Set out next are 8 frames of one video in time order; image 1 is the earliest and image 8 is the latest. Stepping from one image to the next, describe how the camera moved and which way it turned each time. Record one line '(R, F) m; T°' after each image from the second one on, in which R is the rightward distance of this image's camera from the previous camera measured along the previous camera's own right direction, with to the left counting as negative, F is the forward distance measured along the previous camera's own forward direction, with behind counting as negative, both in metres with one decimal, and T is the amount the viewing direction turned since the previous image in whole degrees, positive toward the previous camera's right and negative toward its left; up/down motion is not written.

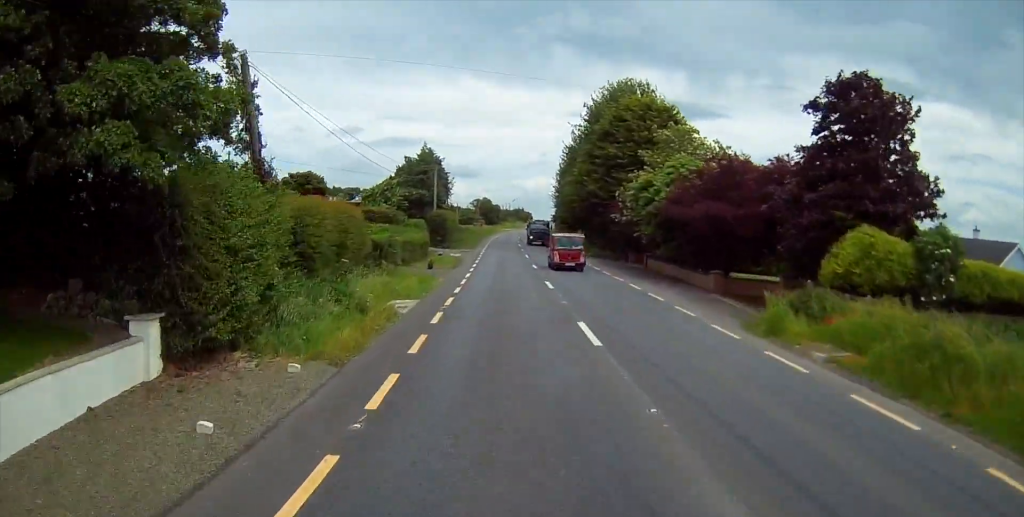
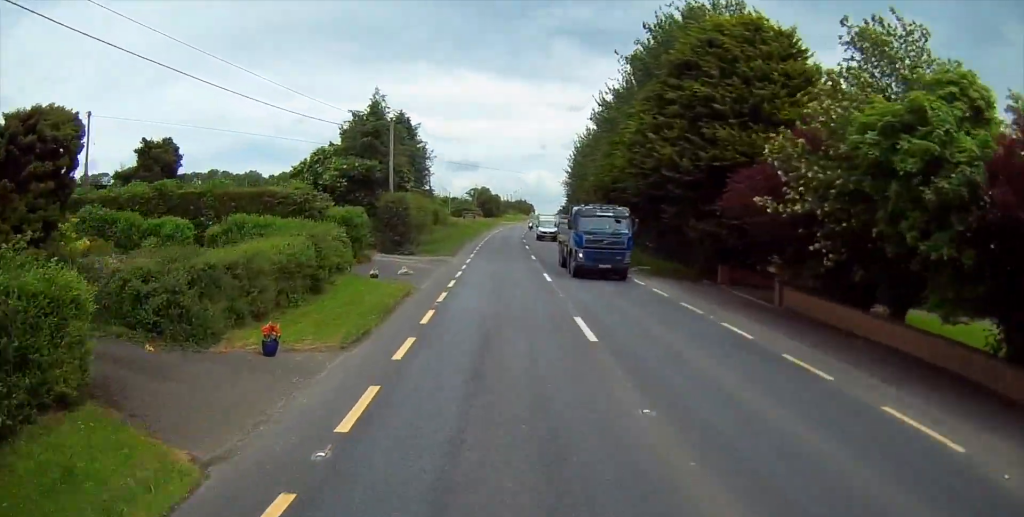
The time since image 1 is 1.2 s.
(0.0, +25.4) m; 0°
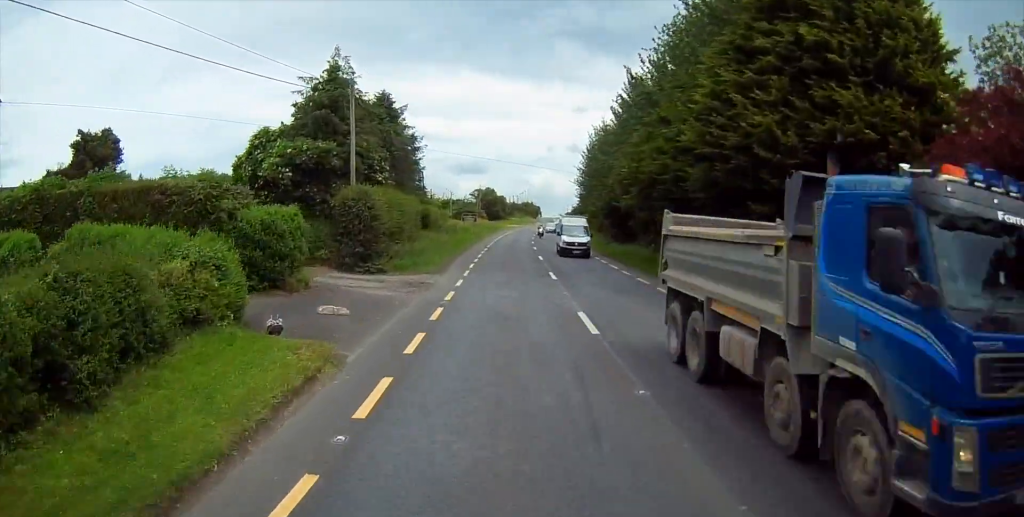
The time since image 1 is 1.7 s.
(0.0, +11.6) m; 0°
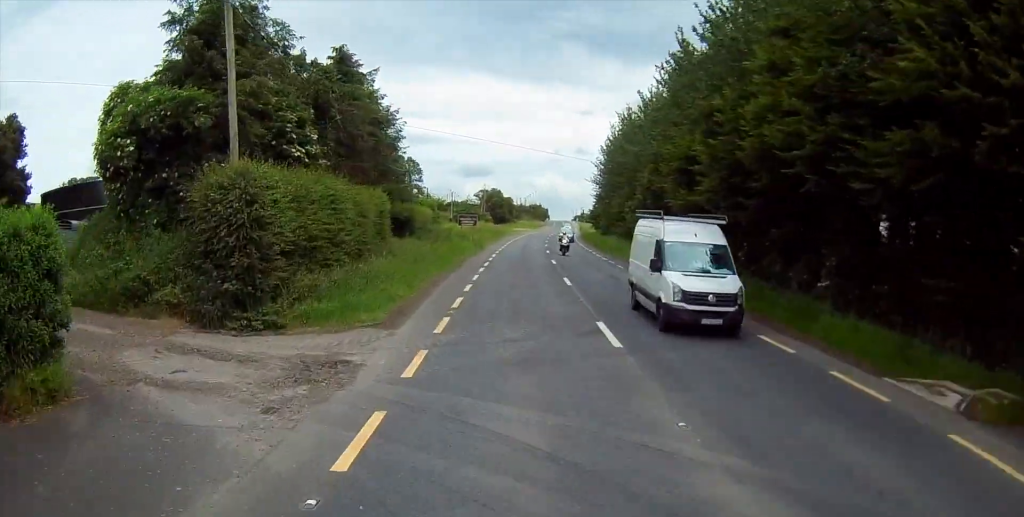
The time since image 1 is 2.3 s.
(0.0, +13.7) m; 0°
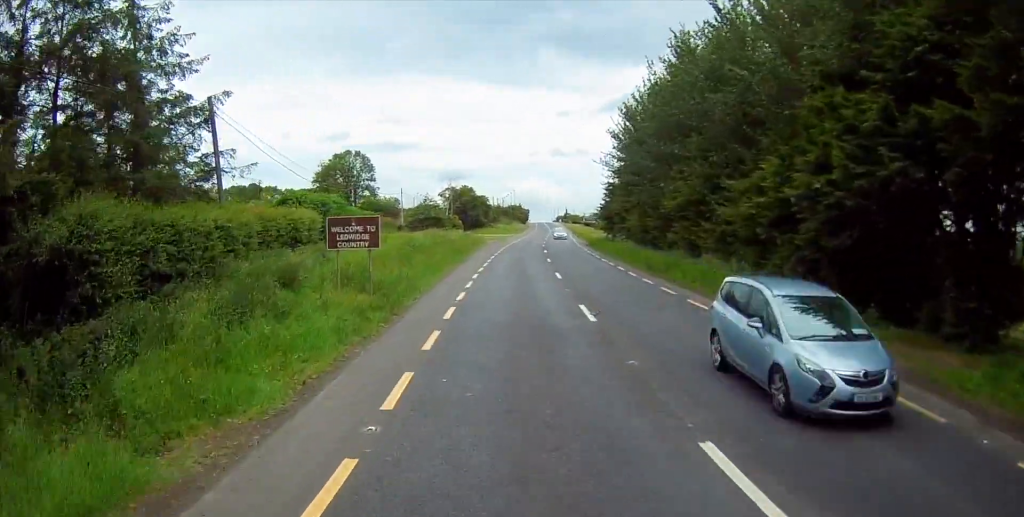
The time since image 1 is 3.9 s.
(0.0, +33.8) m; 0°
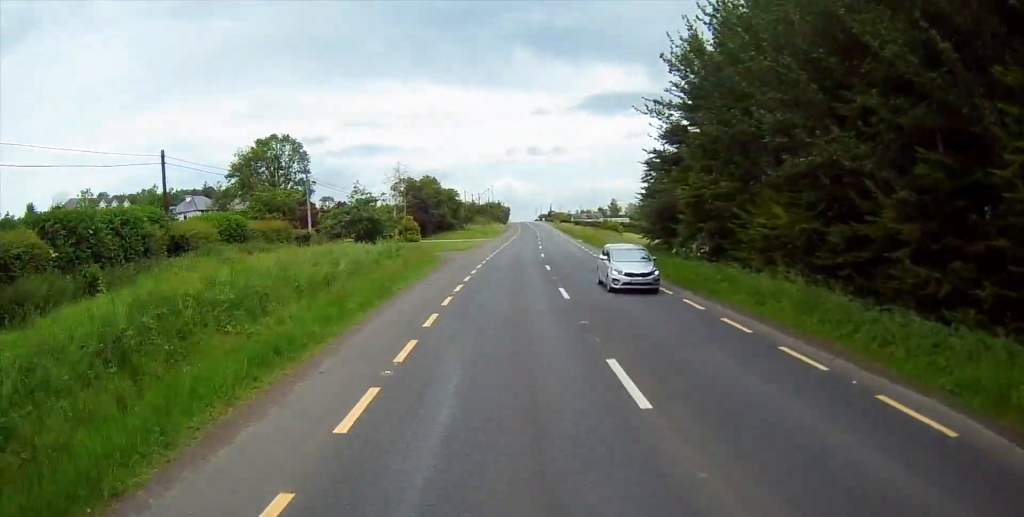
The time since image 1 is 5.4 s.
(+0.7, +32.9) m; +3°
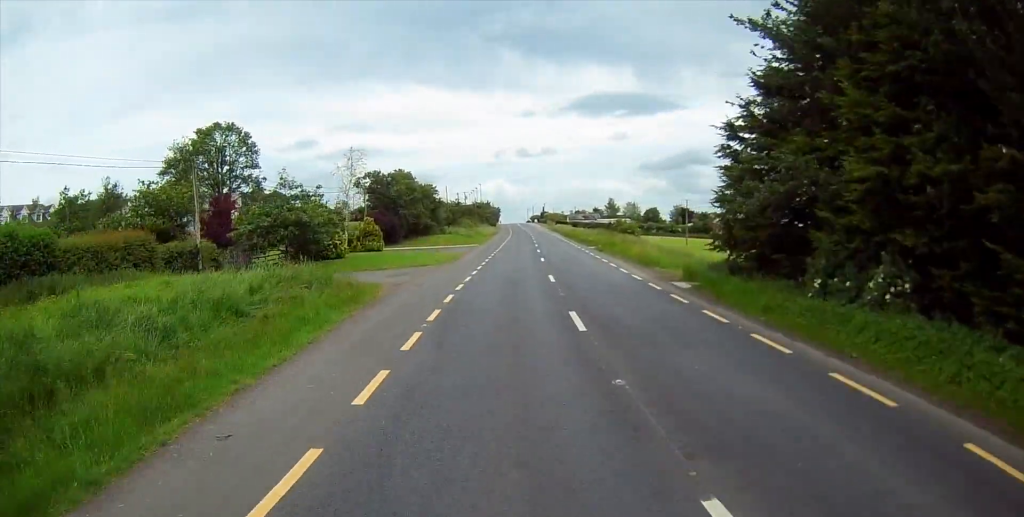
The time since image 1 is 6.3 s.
(+0.2, +18.7) m; +1°
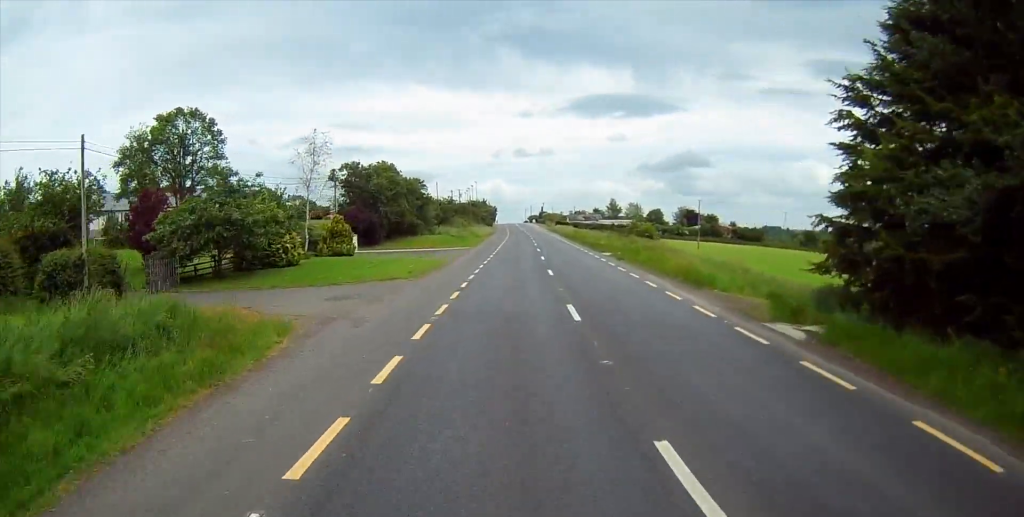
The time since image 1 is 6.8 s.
(-0.1, +10.8) m; +1°
